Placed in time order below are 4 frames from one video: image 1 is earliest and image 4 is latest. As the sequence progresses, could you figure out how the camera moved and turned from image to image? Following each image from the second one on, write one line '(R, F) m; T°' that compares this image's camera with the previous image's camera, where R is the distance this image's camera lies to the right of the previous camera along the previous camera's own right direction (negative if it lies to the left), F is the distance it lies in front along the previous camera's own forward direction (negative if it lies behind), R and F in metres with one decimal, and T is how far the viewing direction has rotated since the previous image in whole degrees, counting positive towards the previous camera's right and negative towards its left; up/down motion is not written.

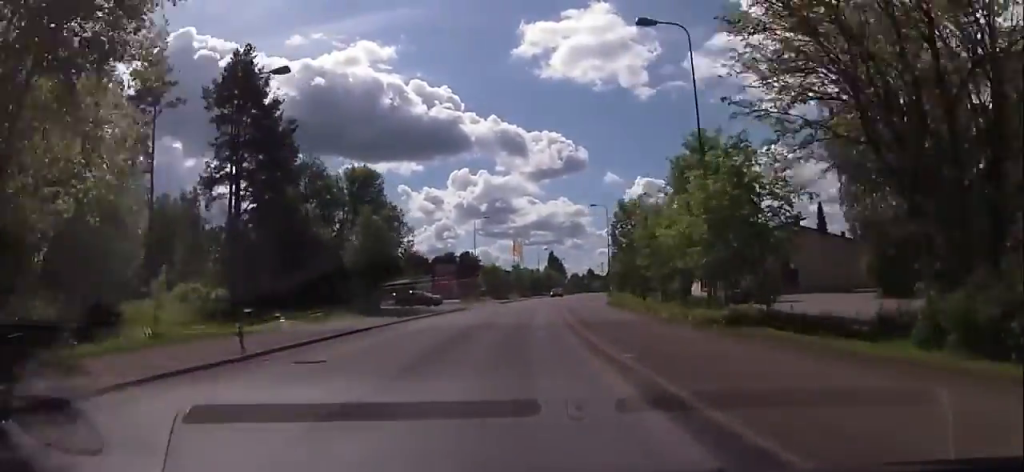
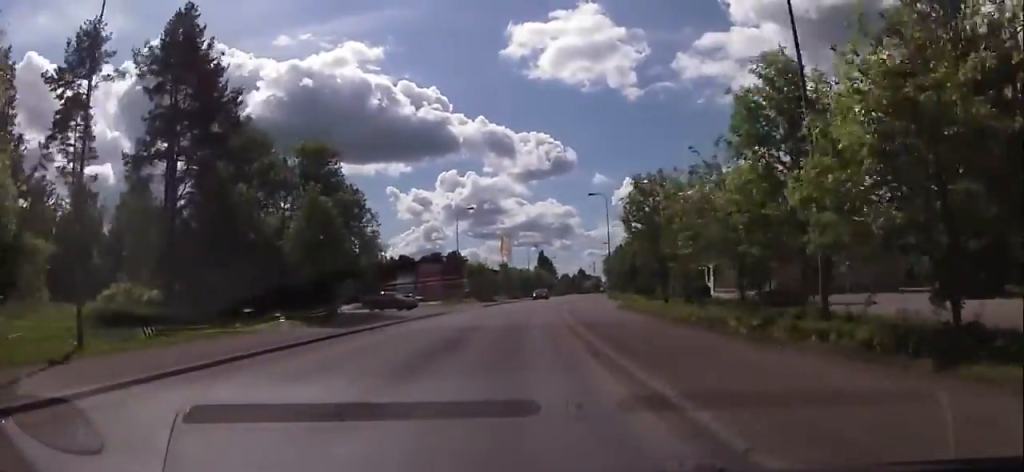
(+0.2, +8.7) m; -1°
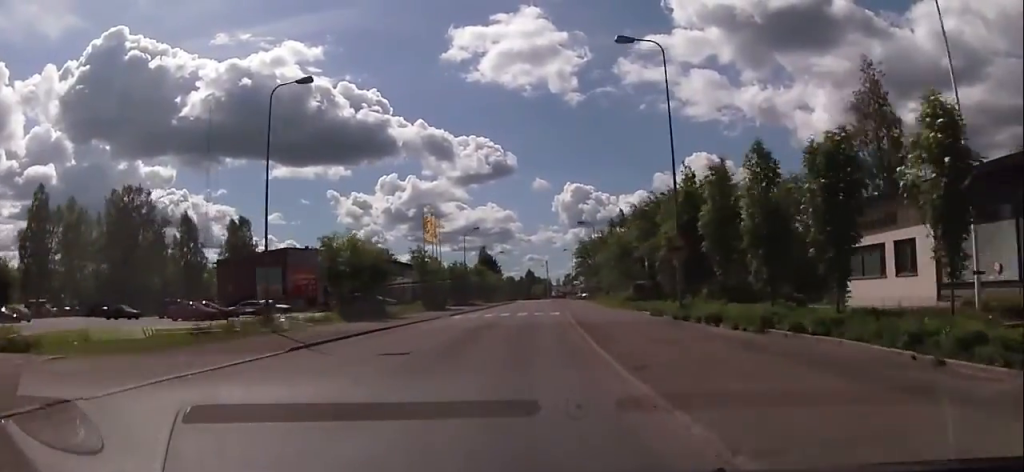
(+2.0, +44.3) m; +7°
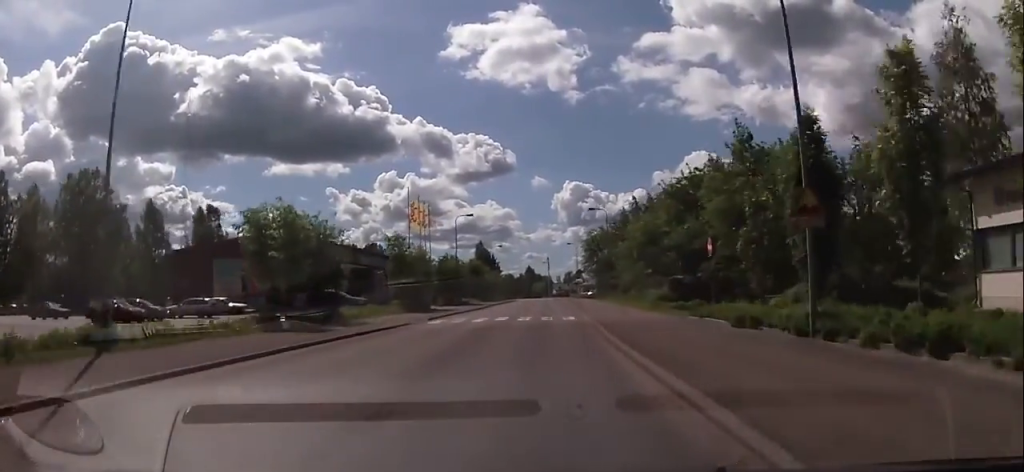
(+0.1, +11.4) m; +1°
